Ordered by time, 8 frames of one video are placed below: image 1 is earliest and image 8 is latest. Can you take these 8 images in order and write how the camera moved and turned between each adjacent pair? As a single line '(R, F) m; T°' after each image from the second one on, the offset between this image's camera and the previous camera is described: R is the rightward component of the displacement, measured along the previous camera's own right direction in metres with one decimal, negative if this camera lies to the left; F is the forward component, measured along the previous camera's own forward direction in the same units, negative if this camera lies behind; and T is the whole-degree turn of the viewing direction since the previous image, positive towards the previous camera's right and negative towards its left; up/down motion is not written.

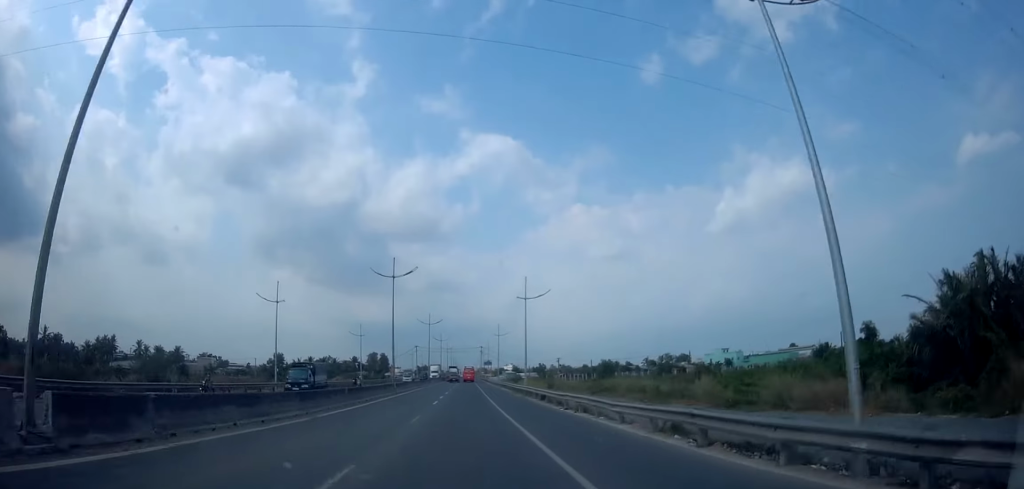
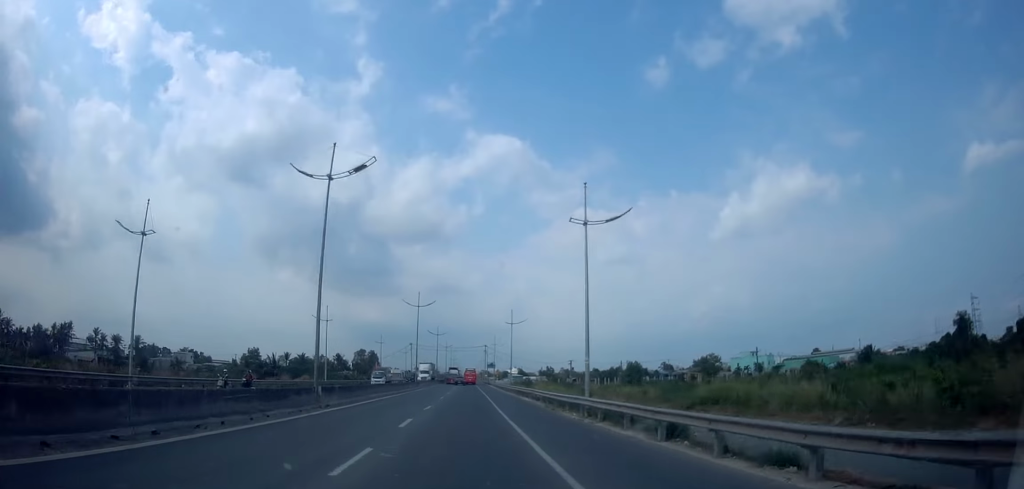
(+0.4, +22.0) m; 0°
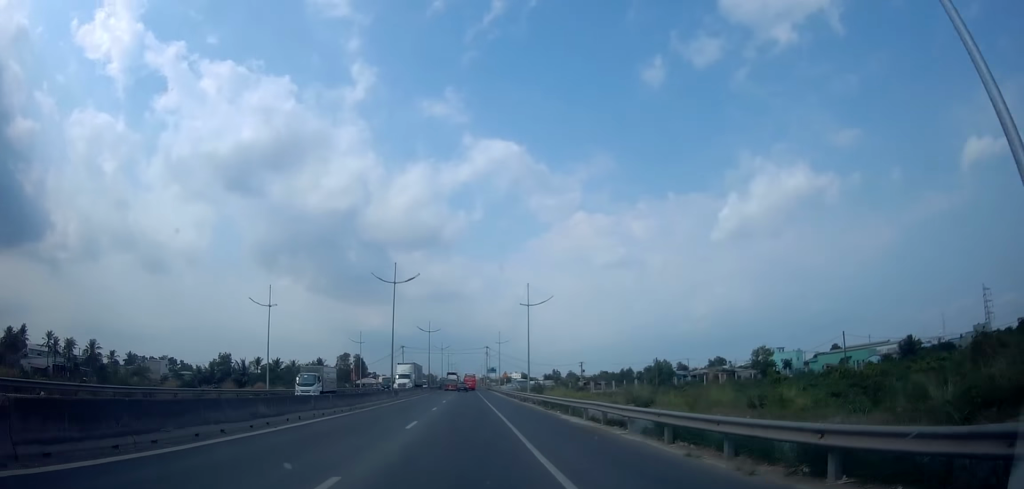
(-0.5, +18.2) m; -2°
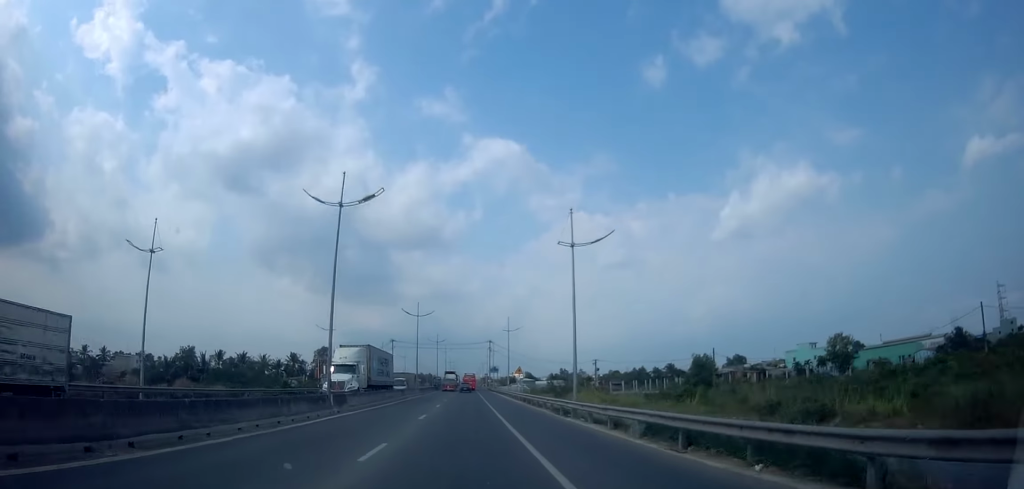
(-0.1, +19.1) m; +2°
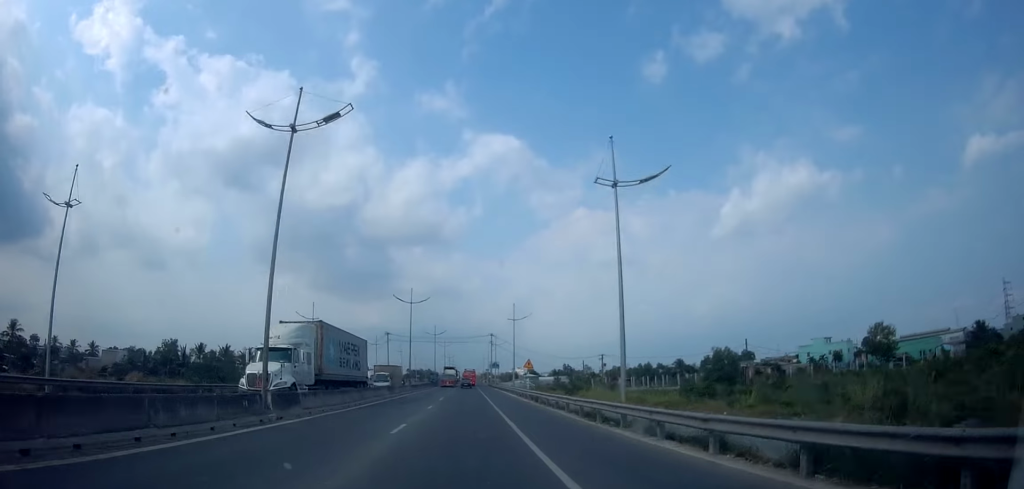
(+0.3, +7.4) m; 0°
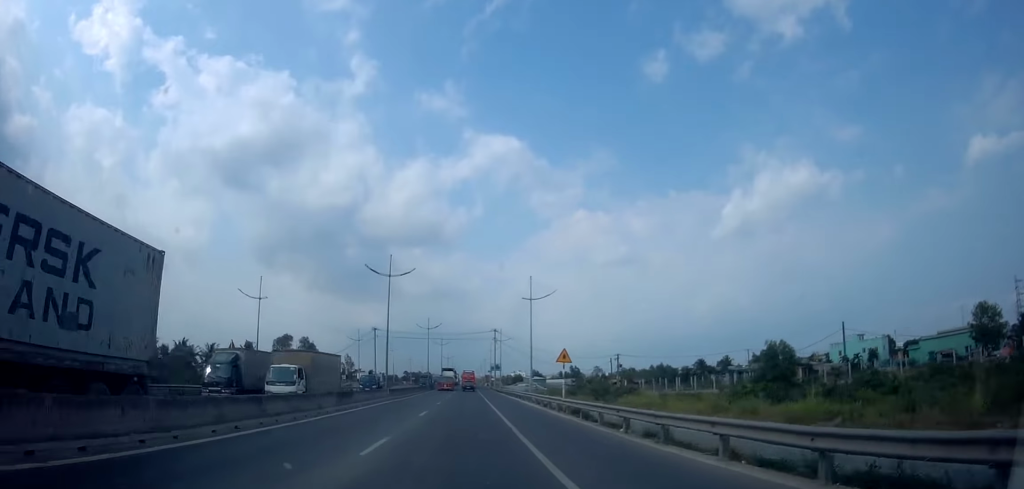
(+0.4, +15.6) m; 0°
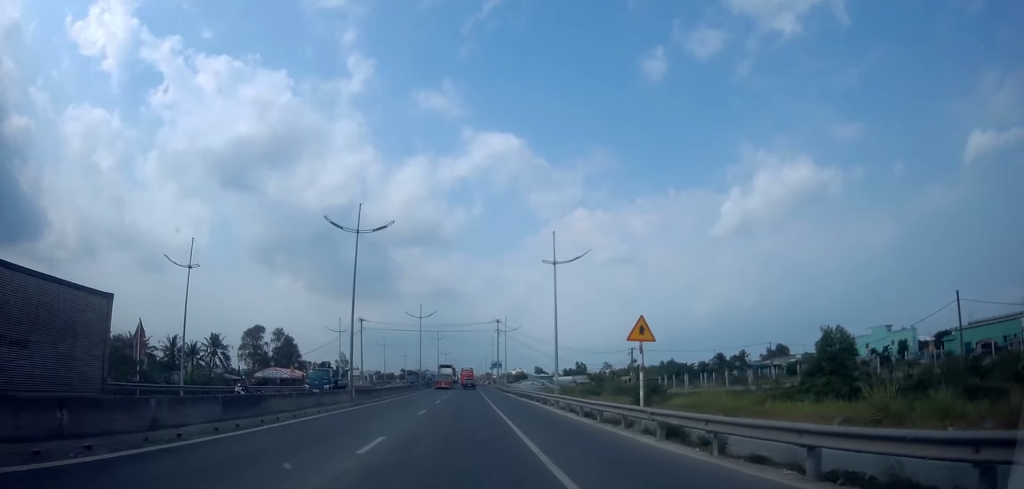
(-0.4, +11.9) m; -2°
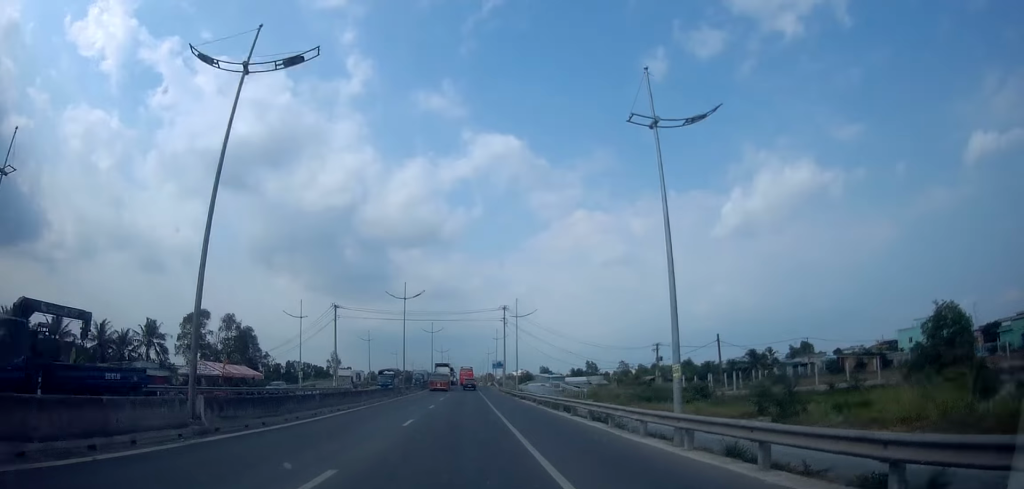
(0.0, +16.7) m; 0°
